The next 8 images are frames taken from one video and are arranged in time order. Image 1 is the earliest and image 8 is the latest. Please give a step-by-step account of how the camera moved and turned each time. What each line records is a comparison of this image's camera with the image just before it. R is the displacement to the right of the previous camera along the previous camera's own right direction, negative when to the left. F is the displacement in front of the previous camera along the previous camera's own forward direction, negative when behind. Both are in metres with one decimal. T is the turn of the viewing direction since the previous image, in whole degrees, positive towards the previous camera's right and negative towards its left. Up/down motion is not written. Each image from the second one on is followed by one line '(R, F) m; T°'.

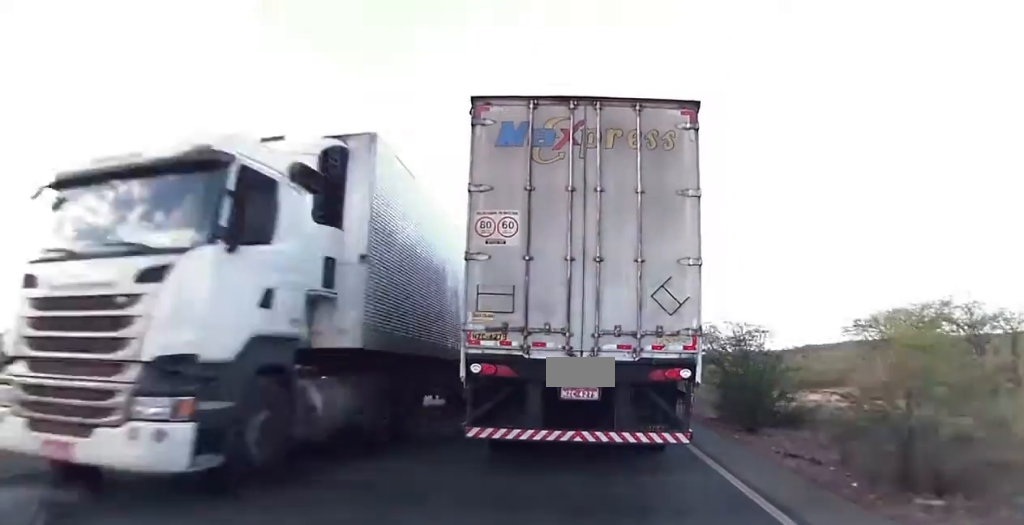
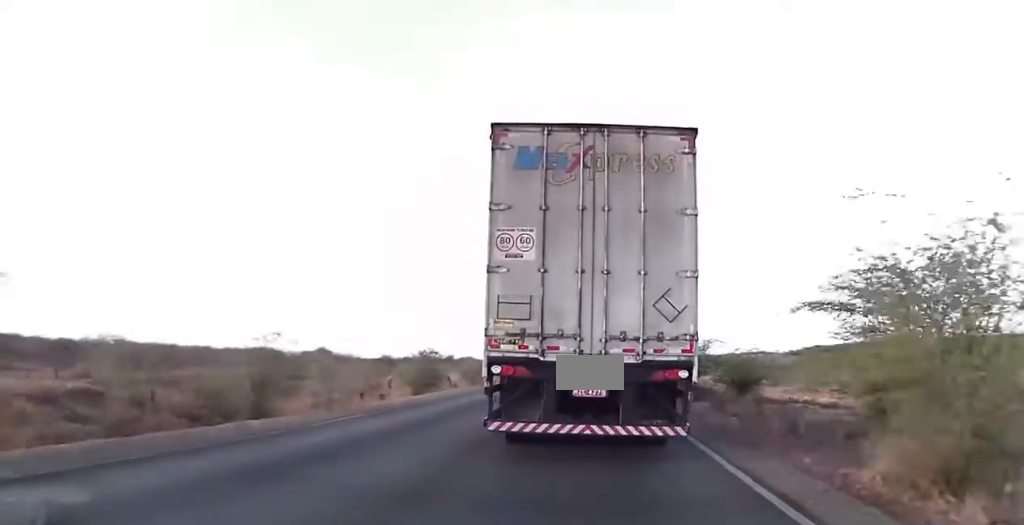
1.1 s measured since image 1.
(-0.1, +21.2) m; -1°
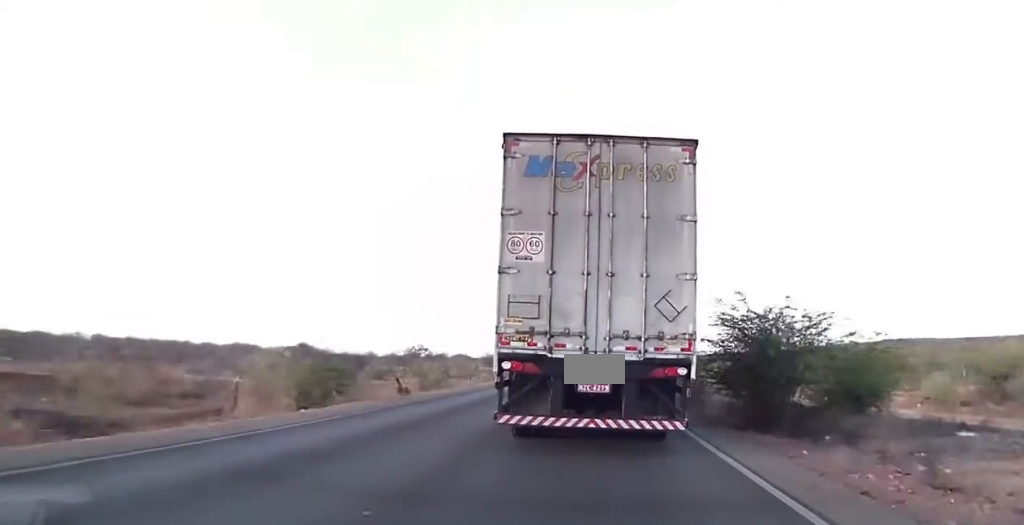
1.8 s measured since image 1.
(-0.1, +15.2) m; -1°
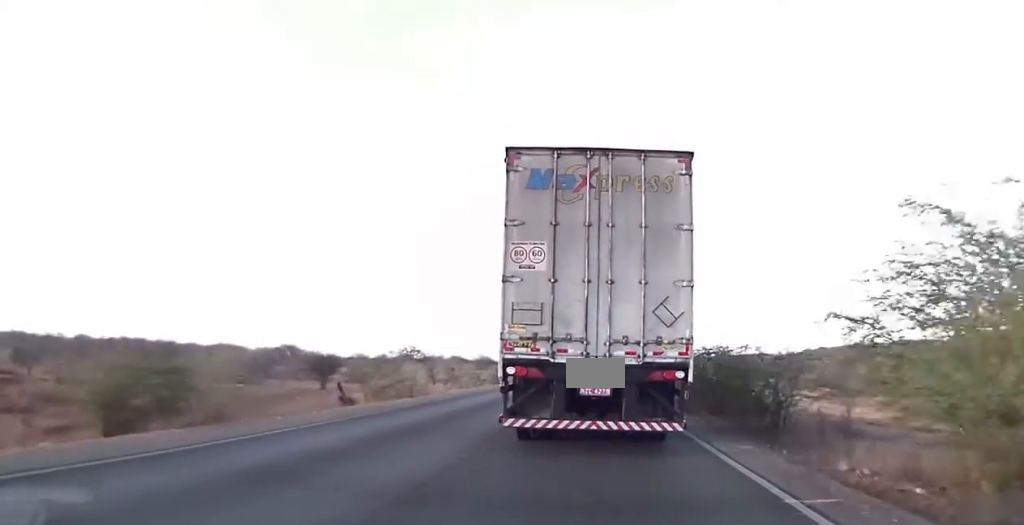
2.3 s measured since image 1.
(-0.1, +9.9) m; 0°
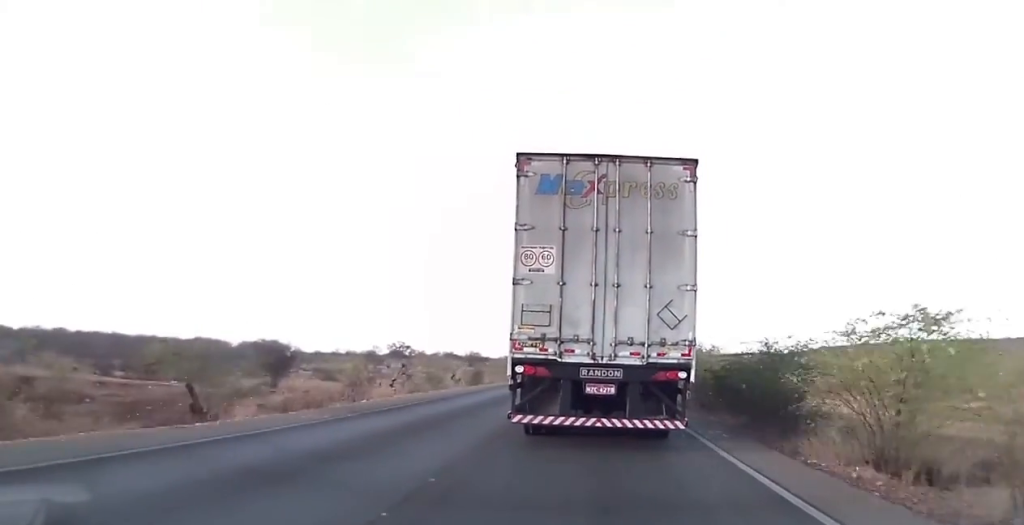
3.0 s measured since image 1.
(0.0, +12.7) m; 0°
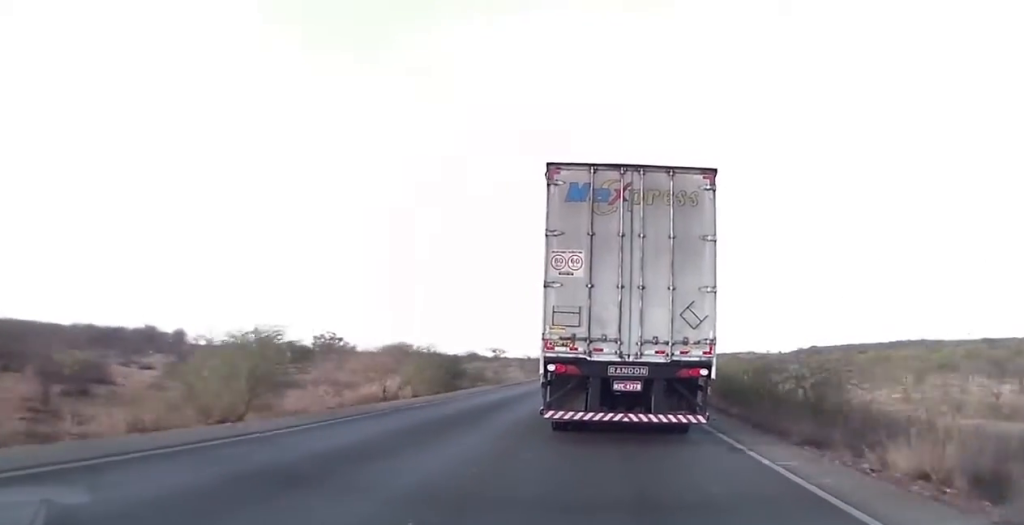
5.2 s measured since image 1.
(+0.7, +44.6) m; +2°
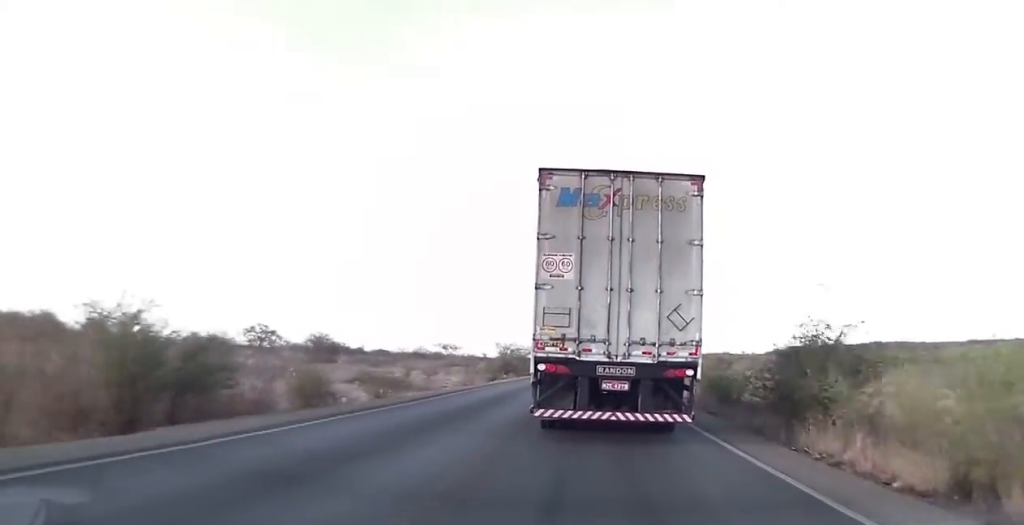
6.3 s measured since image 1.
(+0.2, +24.0) m; +2°
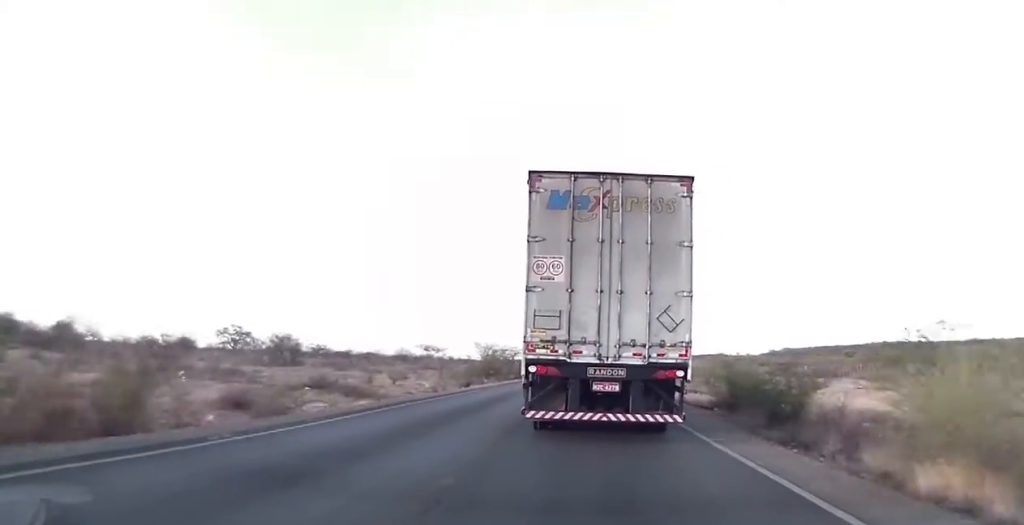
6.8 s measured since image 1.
(+0.1, +8.9) m; 0°
